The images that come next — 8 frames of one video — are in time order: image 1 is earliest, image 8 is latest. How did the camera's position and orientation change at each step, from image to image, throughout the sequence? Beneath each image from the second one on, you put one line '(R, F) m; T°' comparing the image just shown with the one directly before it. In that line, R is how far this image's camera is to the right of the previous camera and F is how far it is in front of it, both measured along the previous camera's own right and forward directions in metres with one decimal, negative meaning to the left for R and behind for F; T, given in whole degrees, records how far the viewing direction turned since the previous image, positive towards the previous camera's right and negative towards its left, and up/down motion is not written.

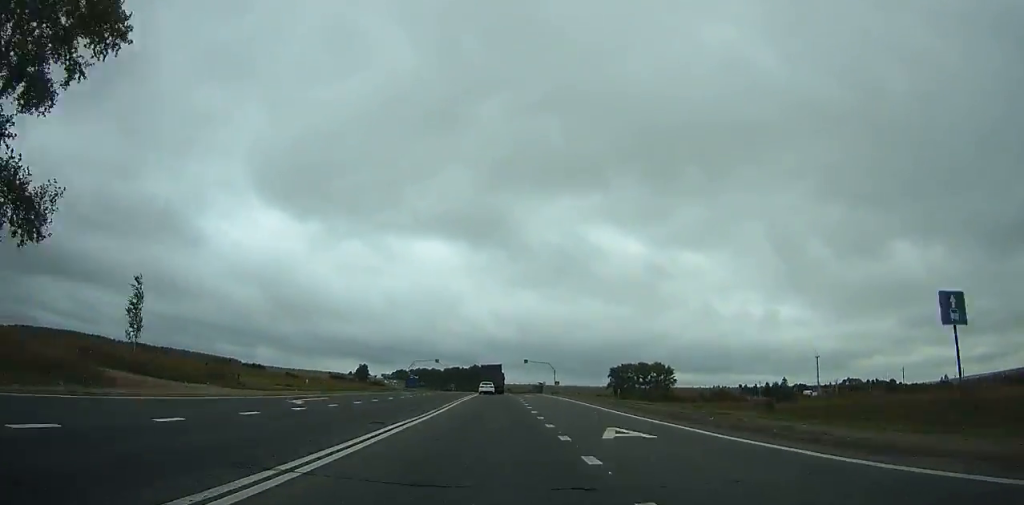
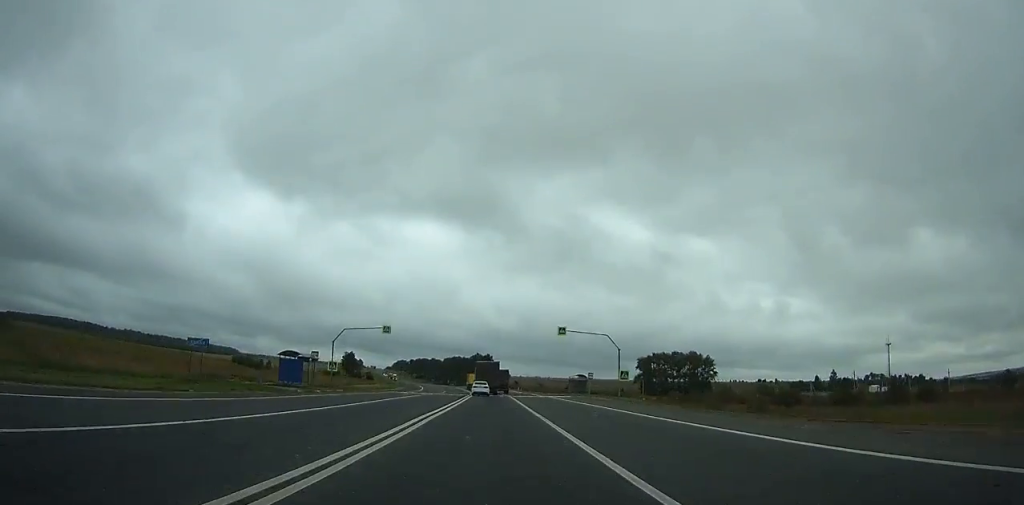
(+0.4, +62.6) m; 0°
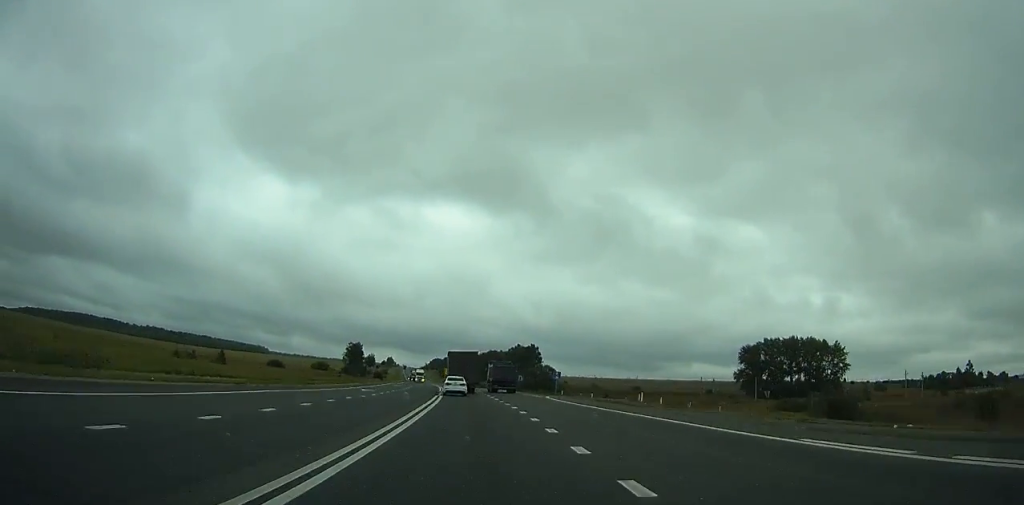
(-0.6, +90.2) m; -3°
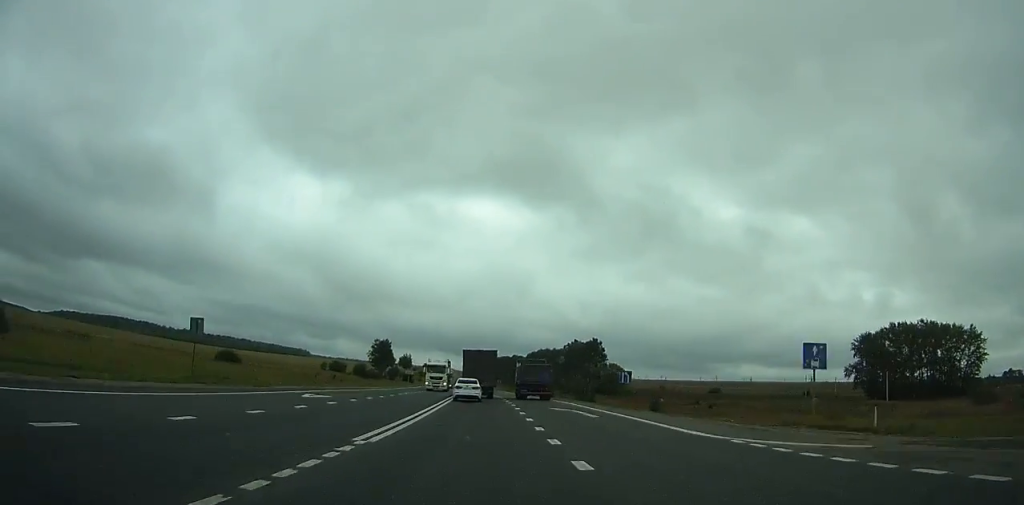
(-1.7, +47.6) m; -4°
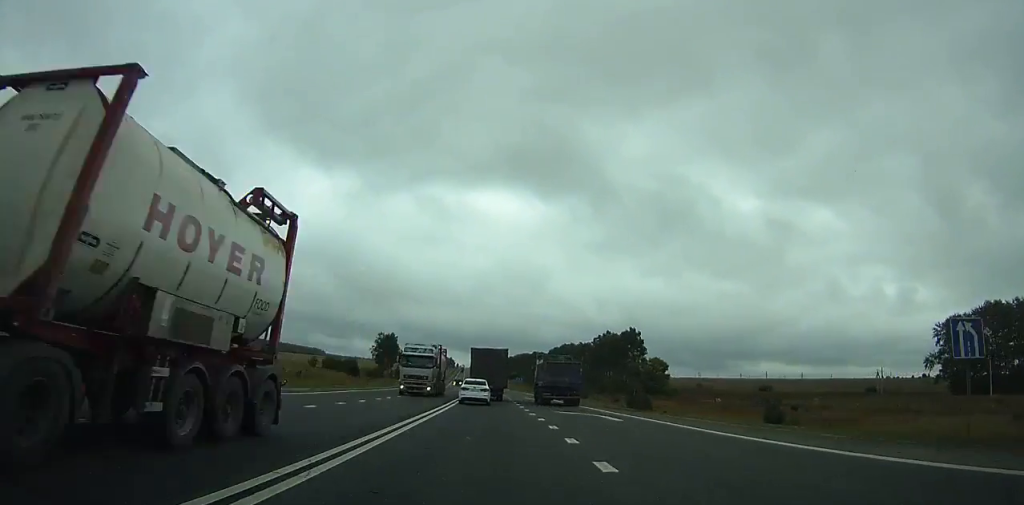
(-1.0, +29.8) m; -2°
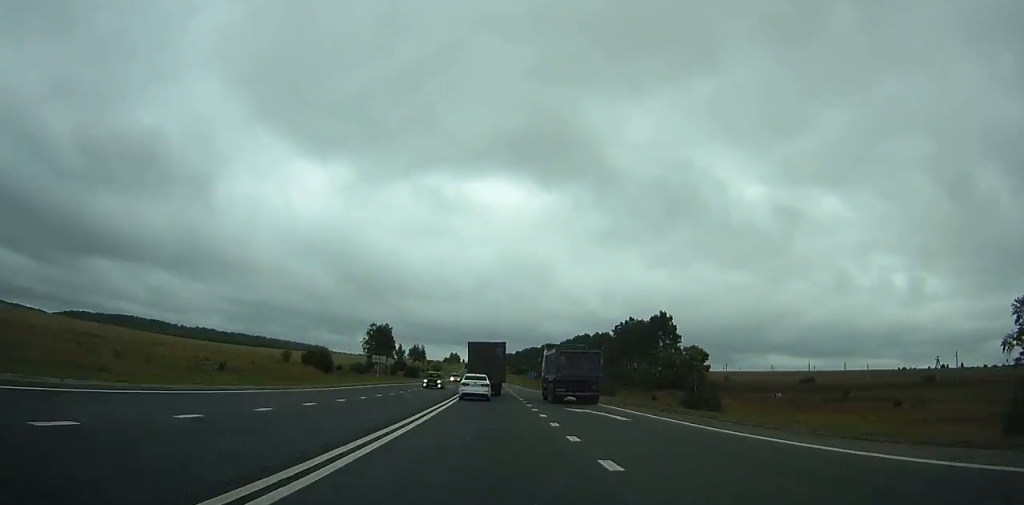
(-0.6, +27.8) m; -2°
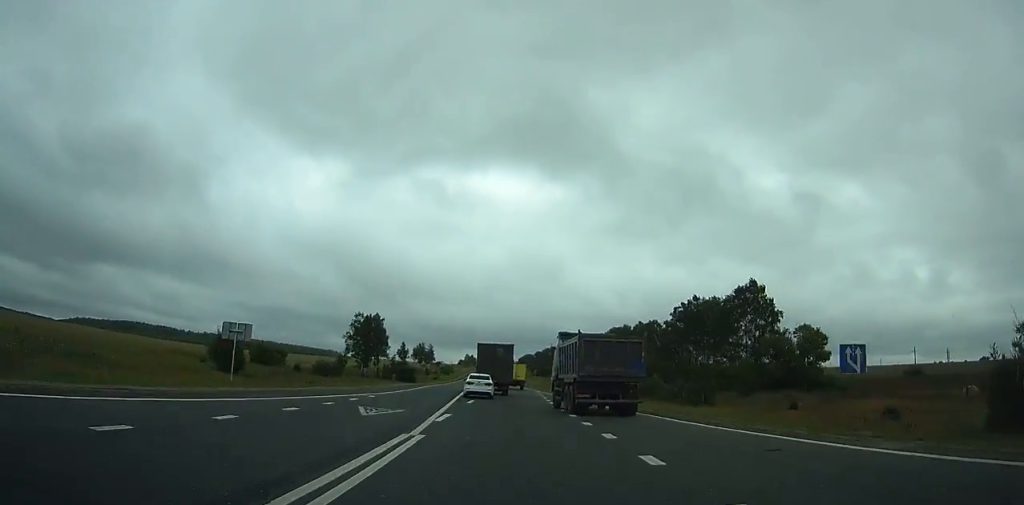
(-1.1, +49.4) m; -2°
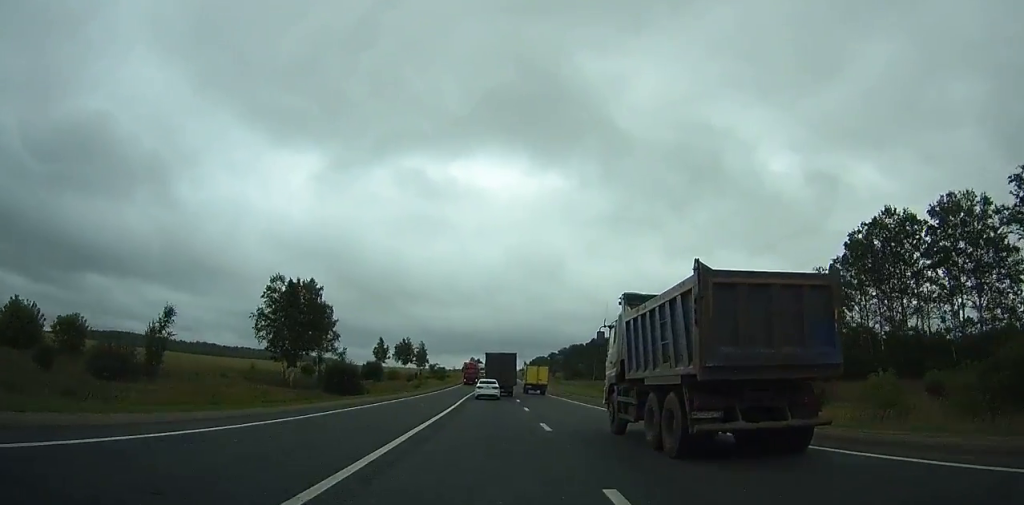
(-1.1, +75.8) m; -1°
